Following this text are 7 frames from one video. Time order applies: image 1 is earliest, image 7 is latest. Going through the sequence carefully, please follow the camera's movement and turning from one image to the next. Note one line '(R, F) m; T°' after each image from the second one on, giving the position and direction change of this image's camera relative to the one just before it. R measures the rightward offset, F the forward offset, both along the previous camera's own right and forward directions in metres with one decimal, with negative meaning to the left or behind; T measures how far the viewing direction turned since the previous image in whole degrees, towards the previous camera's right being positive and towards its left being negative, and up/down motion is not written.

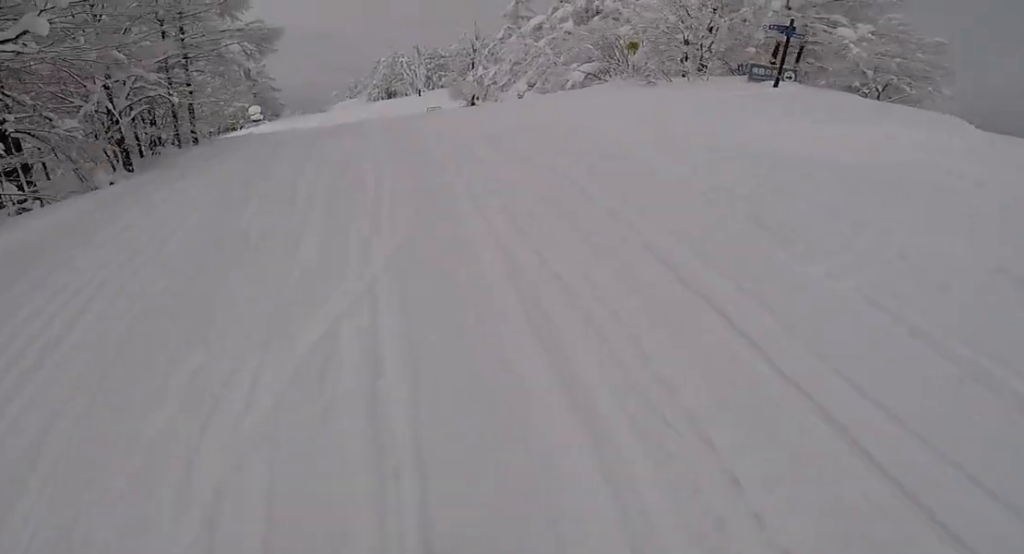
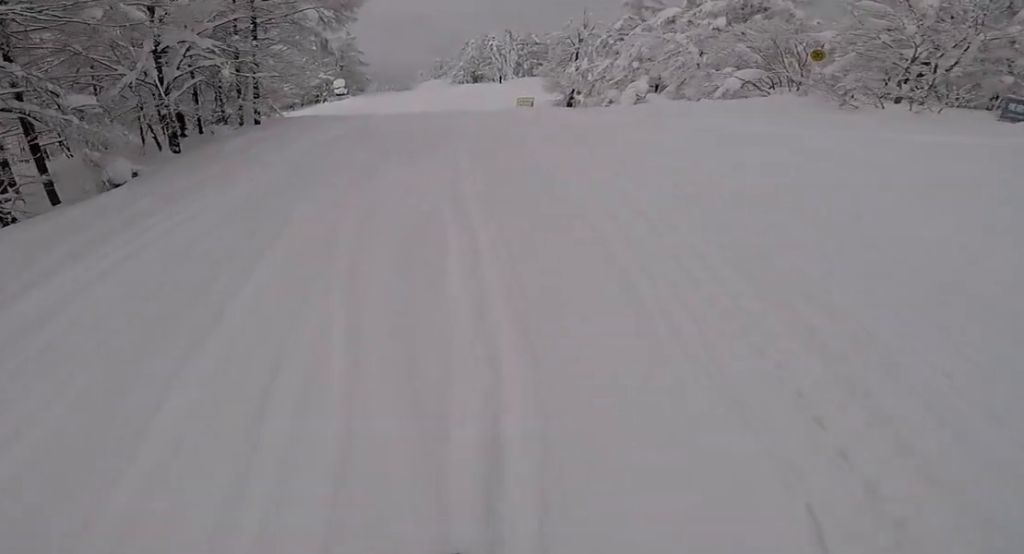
(+1.6, +4.4) m; +5°
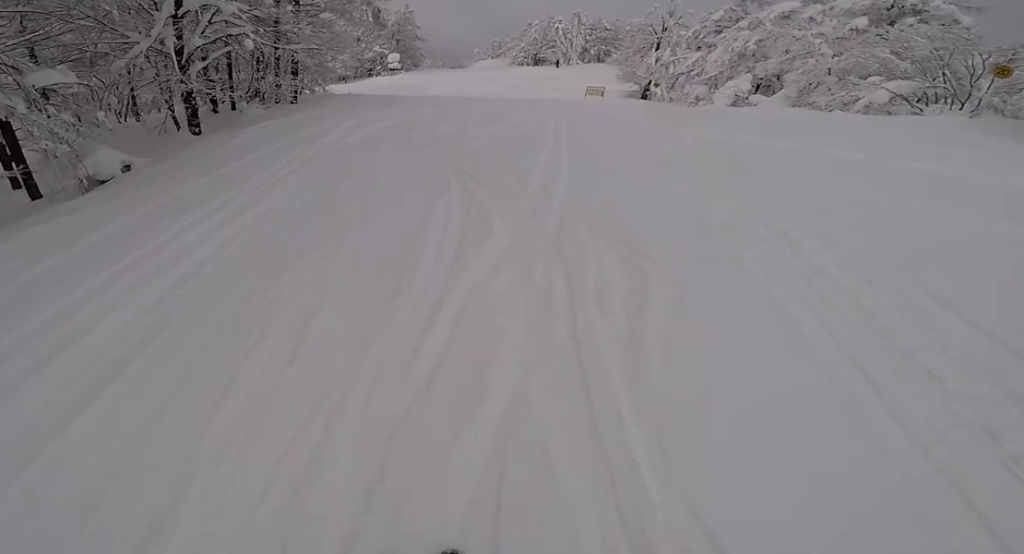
(-1.2, +3.6) m; -18°
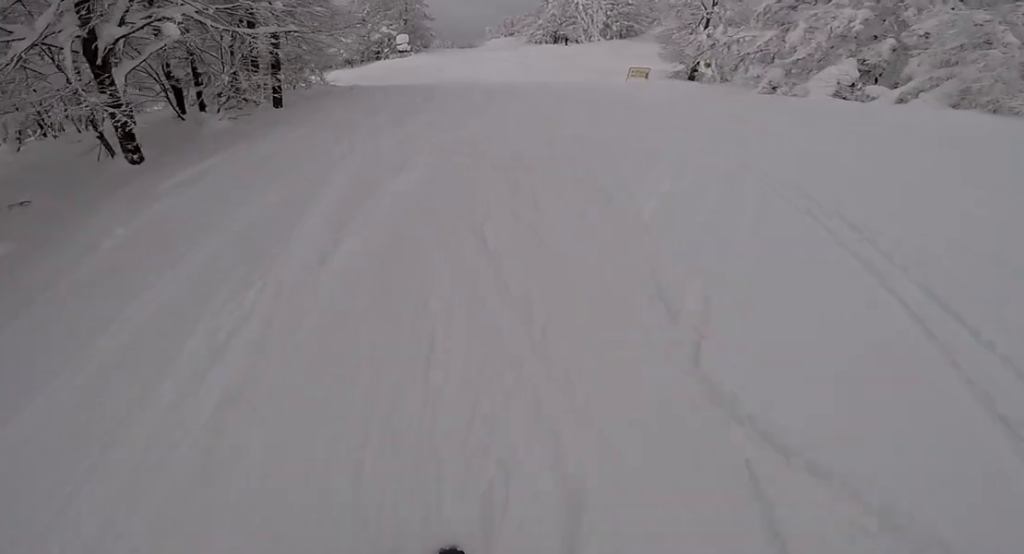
(-0.9, +6.1) m; -25°
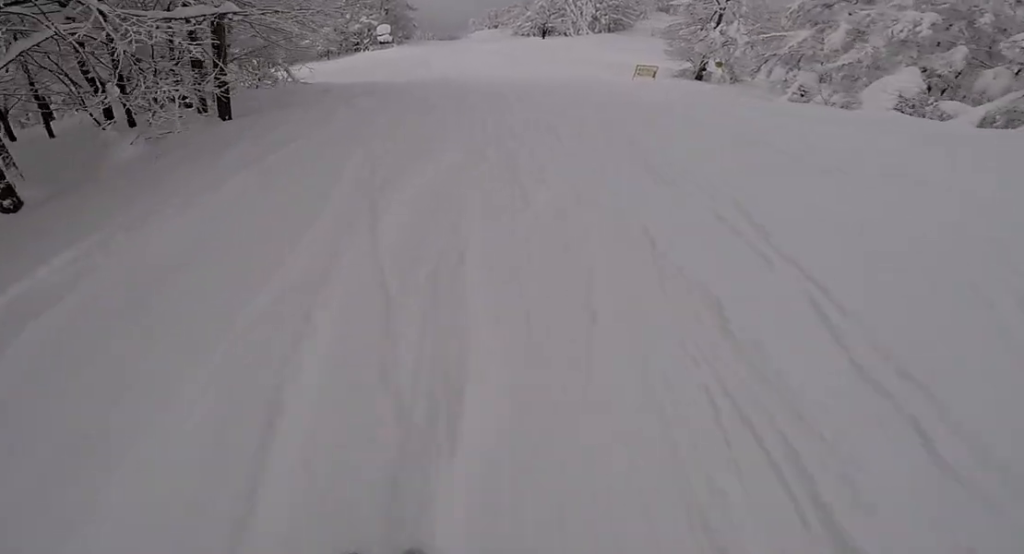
(-1.4, +3.6) m; +1°
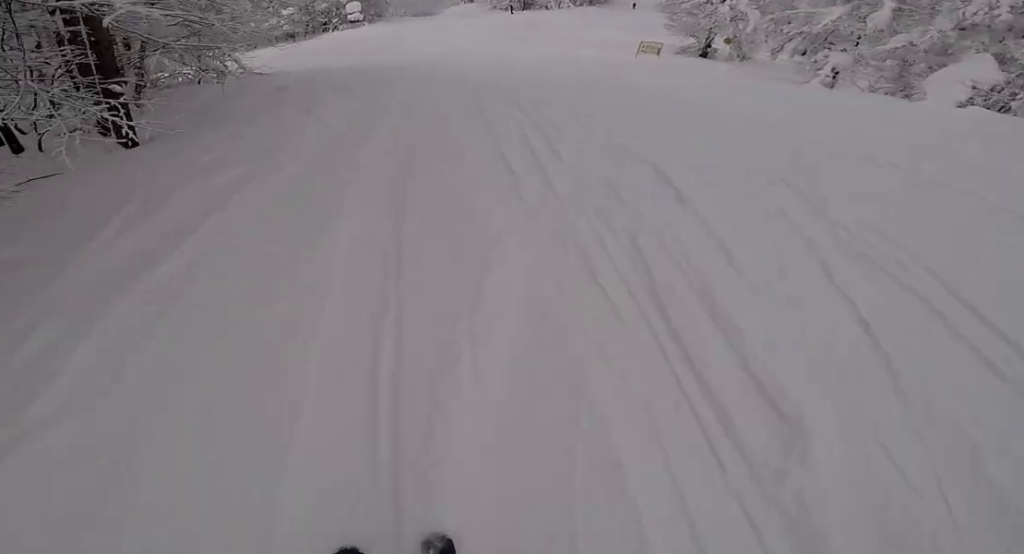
(+1.1, +3.5) m; +12°
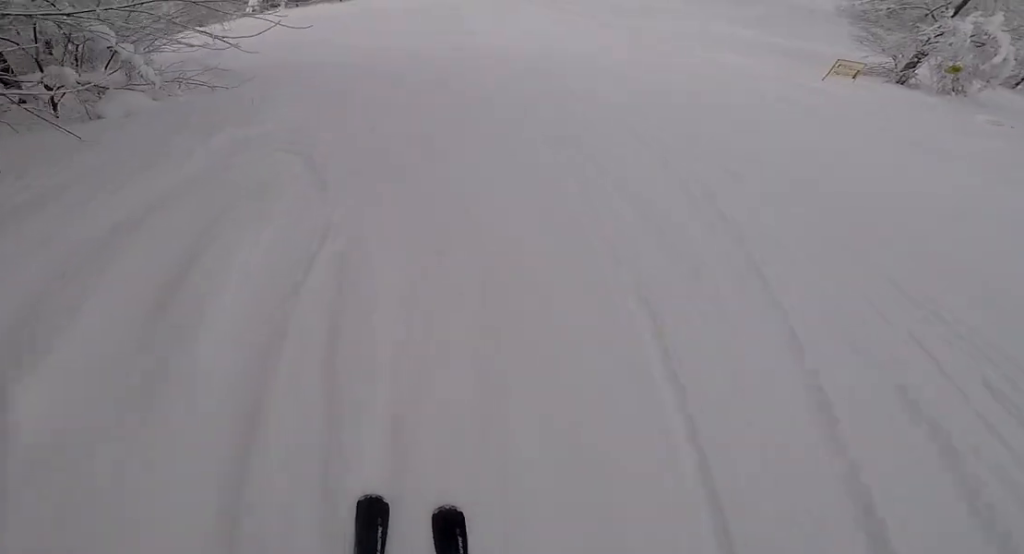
(+1.0, +10.0) m; 0°
